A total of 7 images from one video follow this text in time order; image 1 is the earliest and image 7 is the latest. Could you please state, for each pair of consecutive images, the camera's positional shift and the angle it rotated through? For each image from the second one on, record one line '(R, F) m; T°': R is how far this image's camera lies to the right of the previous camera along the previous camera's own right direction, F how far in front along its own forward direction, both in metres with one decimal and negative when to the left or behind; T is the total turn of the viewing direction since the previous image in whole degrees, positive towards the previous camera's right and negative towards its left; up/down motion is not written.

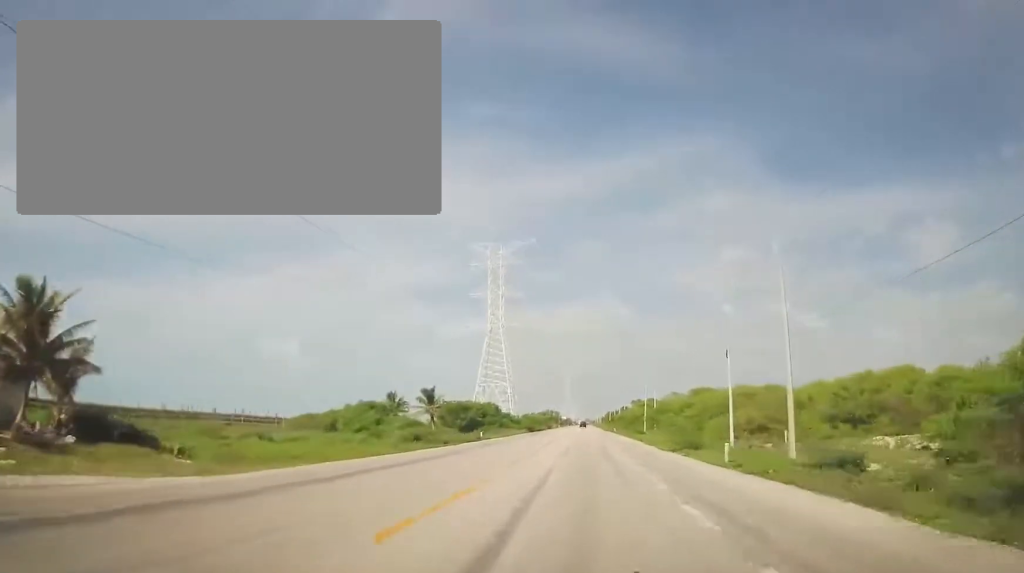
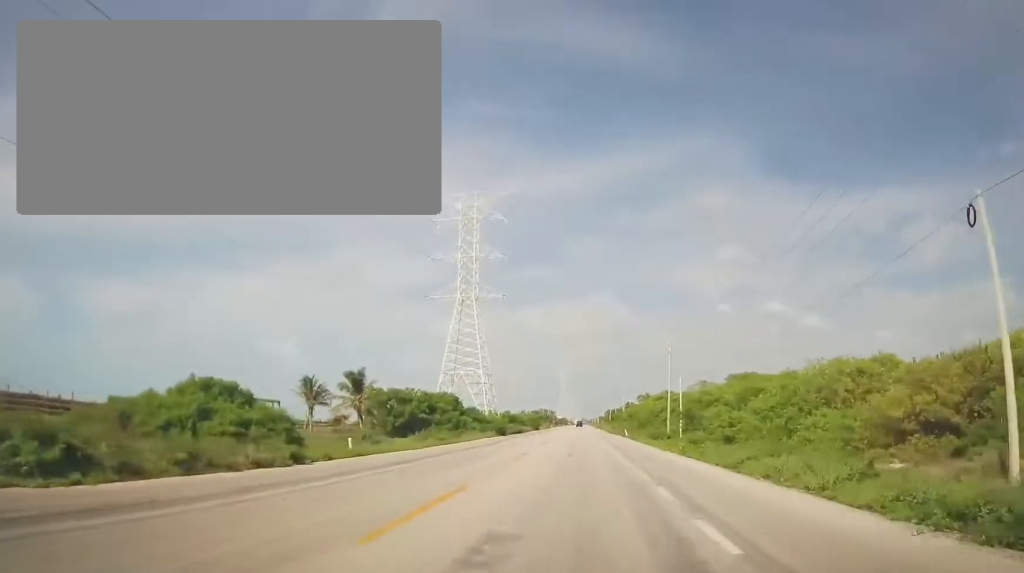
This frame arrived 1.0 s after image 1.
(-0.2, +30.0) m; 0°
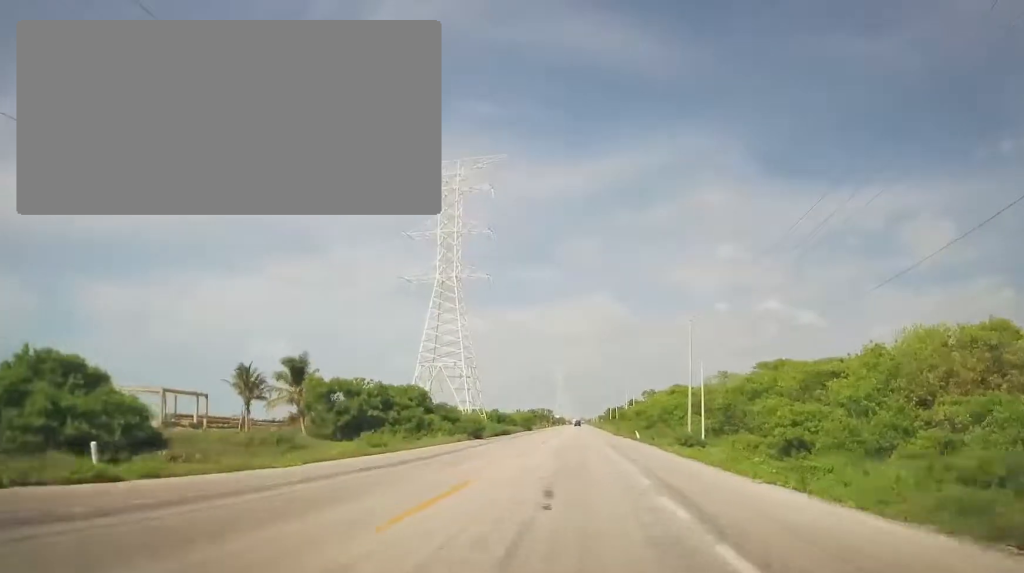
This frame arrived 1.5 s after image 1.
(0.0, +14.0) m; 0°
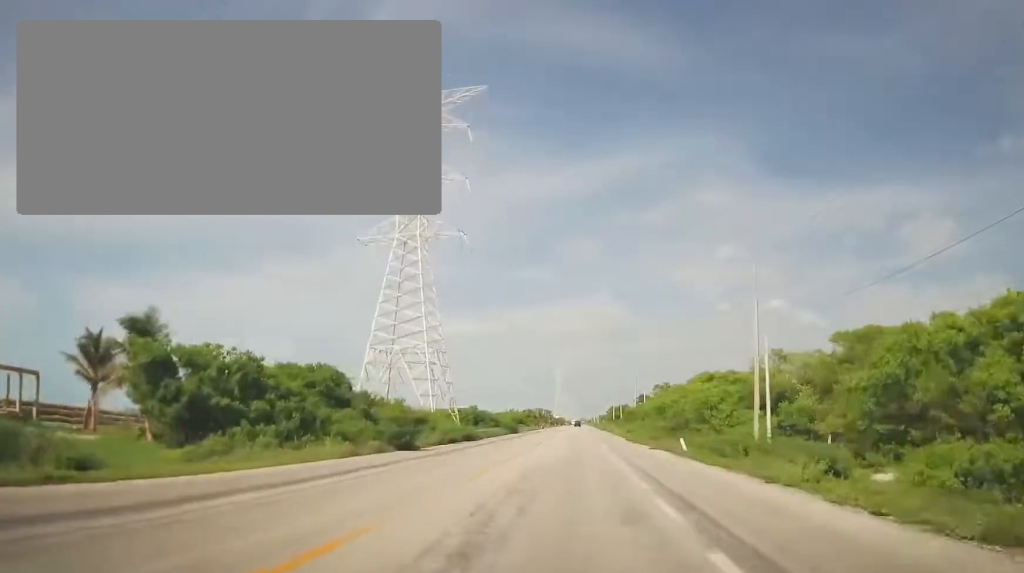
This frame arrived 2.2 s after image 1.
(0.0, +20.8) m; 0°
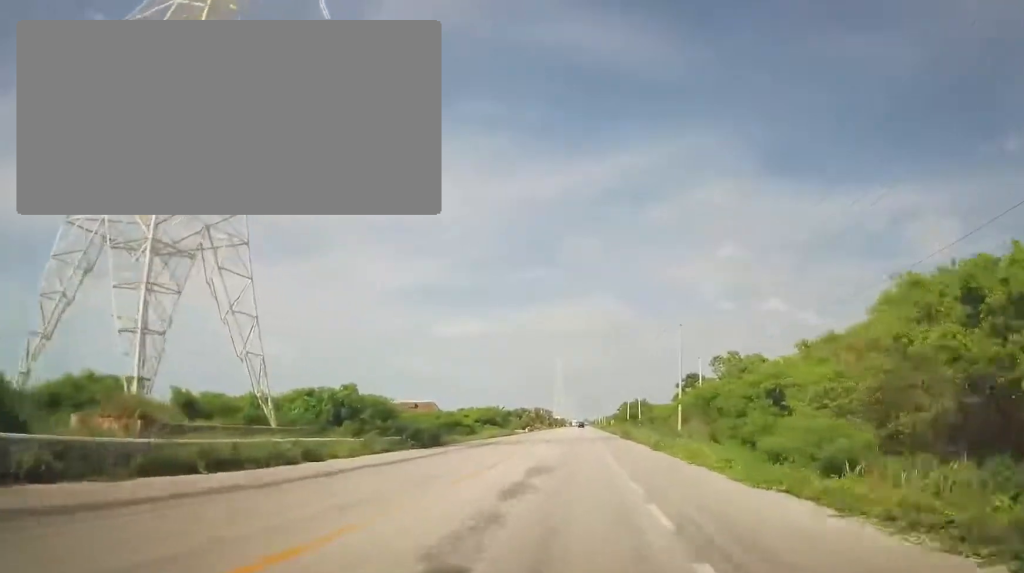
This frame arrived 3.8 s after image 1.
(+0.1, +45.3) m; 0°
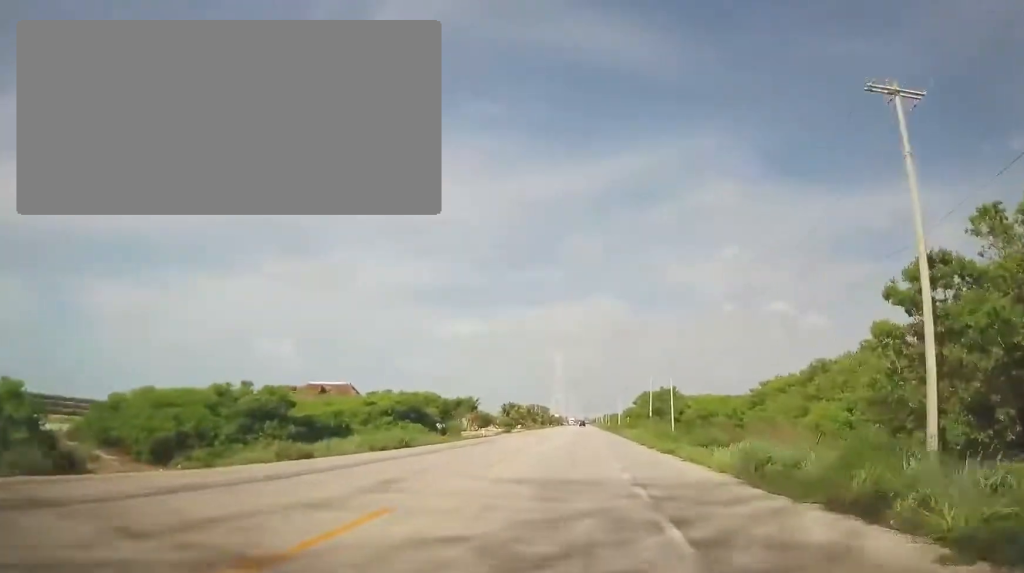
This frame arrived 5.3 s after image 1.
(+0.4, +42.2) m; 0°
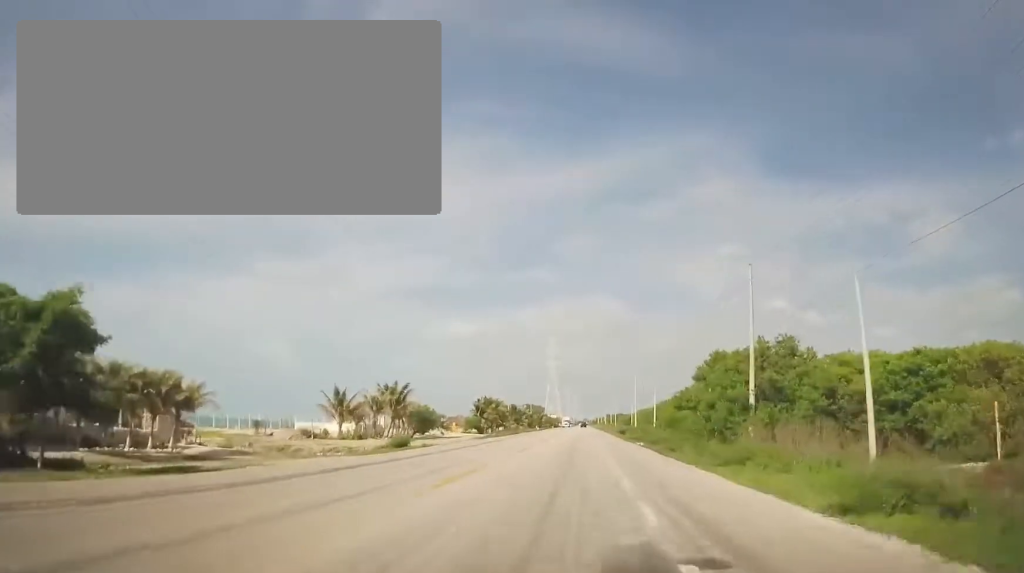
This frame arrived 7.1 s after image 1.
(+0.4, +51.8) m; +1°
